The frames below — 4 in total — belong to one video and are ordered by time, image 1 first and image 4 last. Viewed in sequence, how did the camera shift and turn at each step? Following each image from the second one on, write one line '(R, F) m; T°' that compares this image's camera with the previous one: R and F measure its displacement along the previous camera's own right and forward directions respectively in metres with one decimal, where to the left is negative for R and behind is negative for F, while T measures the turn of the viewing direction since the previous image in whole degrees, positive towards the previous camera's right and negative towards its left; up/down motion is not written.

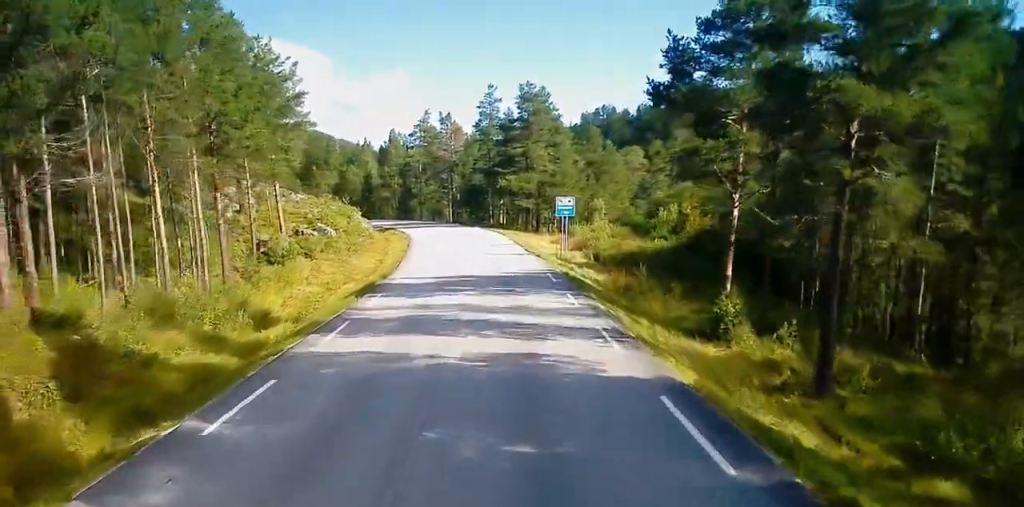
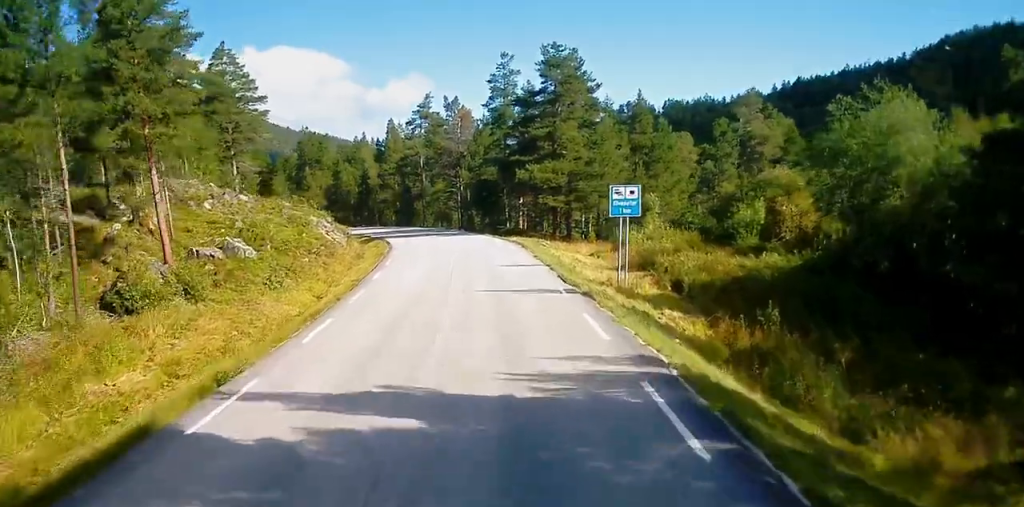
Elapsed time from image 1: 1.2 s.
(-0.9, +17.6) m; -3°
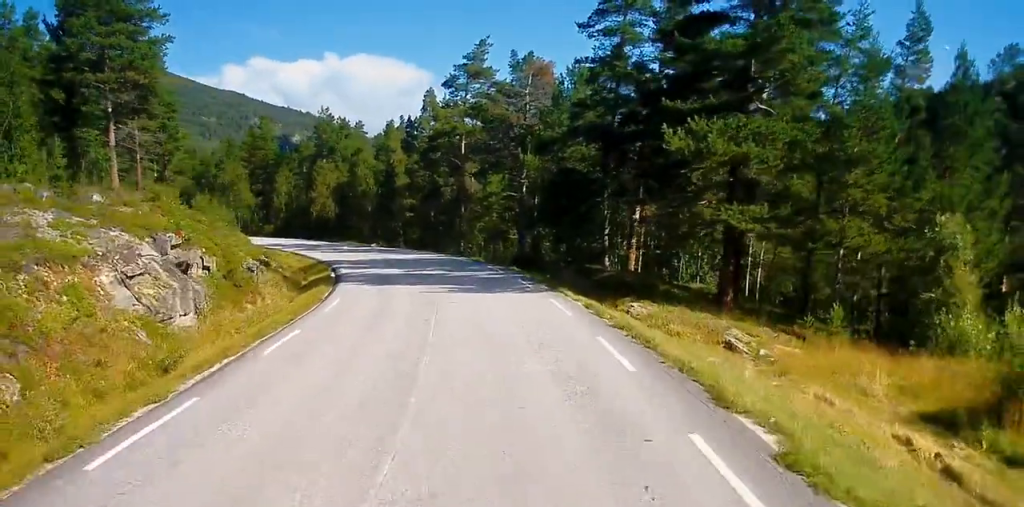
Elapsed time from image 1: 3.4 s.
(0.0, +31.5) m; 0°
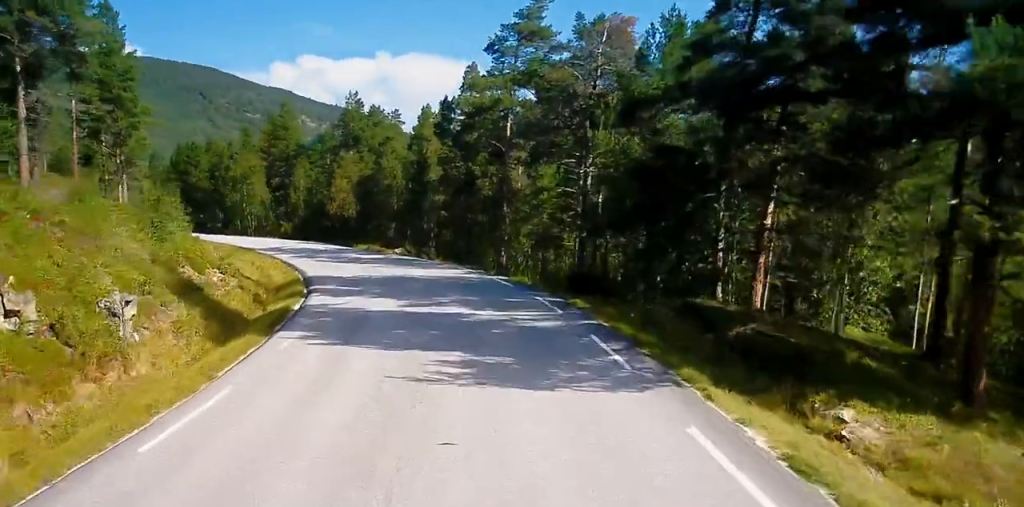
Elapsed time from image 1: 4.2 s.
(0.0, +11.9) m; -2°
